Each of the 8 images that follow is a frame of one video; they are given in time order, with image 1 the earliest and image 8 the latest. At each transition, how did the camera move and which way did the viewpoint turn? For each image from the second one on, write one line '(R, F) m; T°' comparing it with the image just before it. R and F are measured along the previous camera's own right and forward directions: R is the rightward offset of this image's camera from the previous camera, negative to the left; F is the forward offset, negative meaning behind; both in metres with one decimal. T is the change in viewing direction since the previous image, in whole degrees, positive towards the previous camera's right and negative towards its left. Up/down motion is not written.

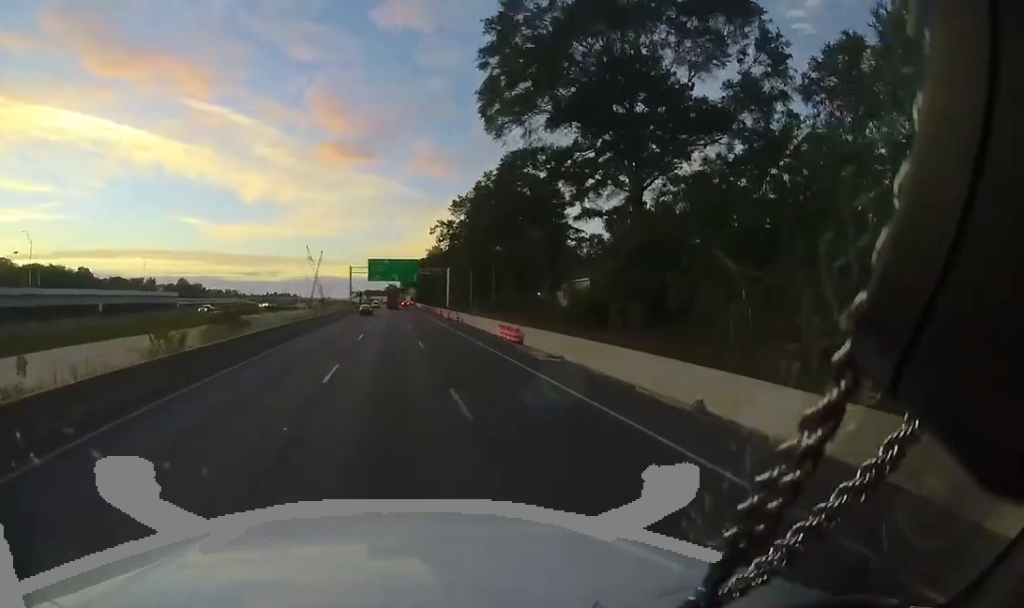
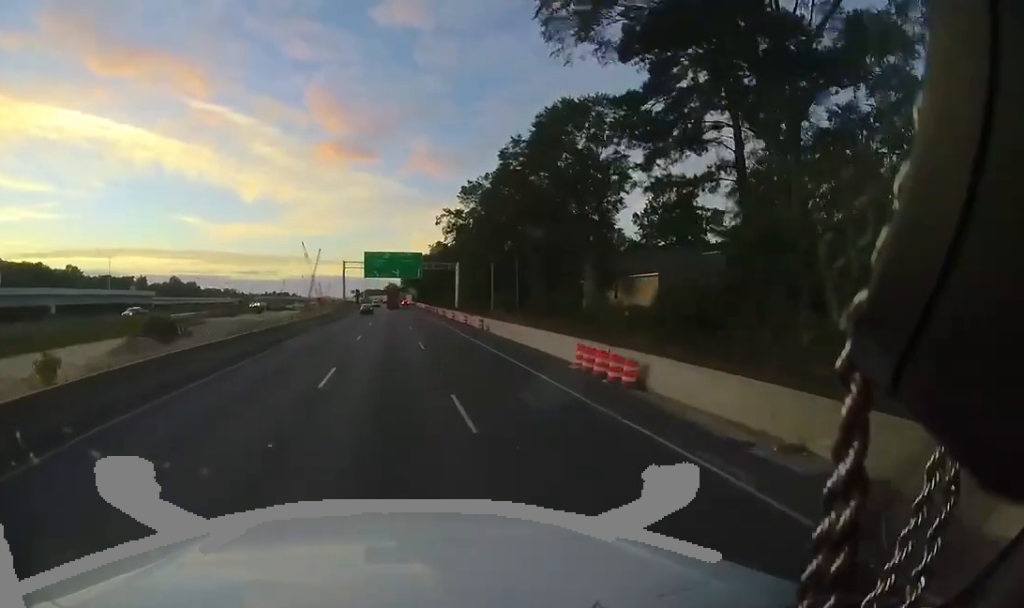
(+0.1, +13.0) m; 0°
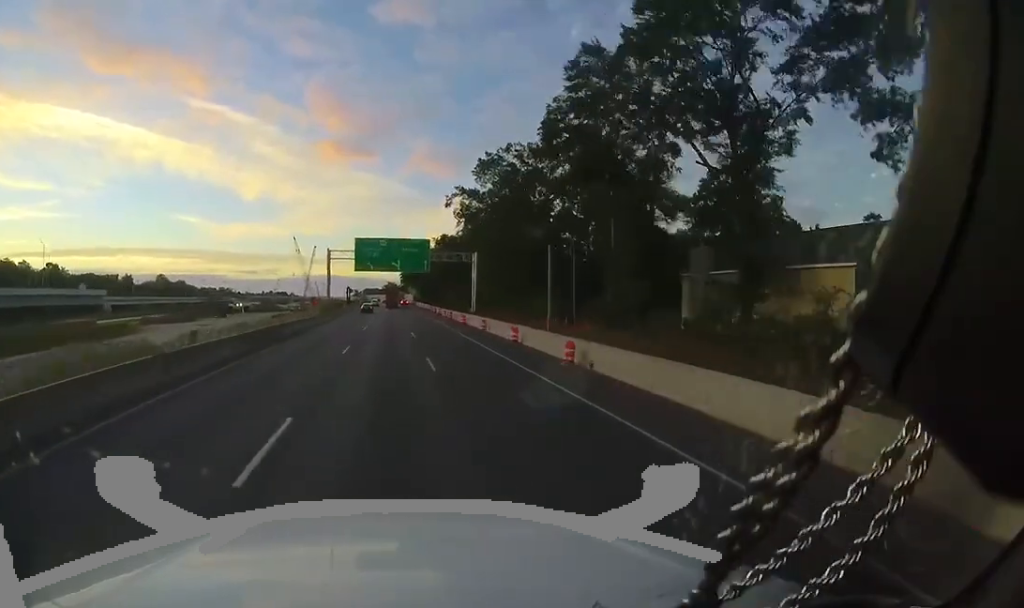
(+0.1, +18.0) m; 0°
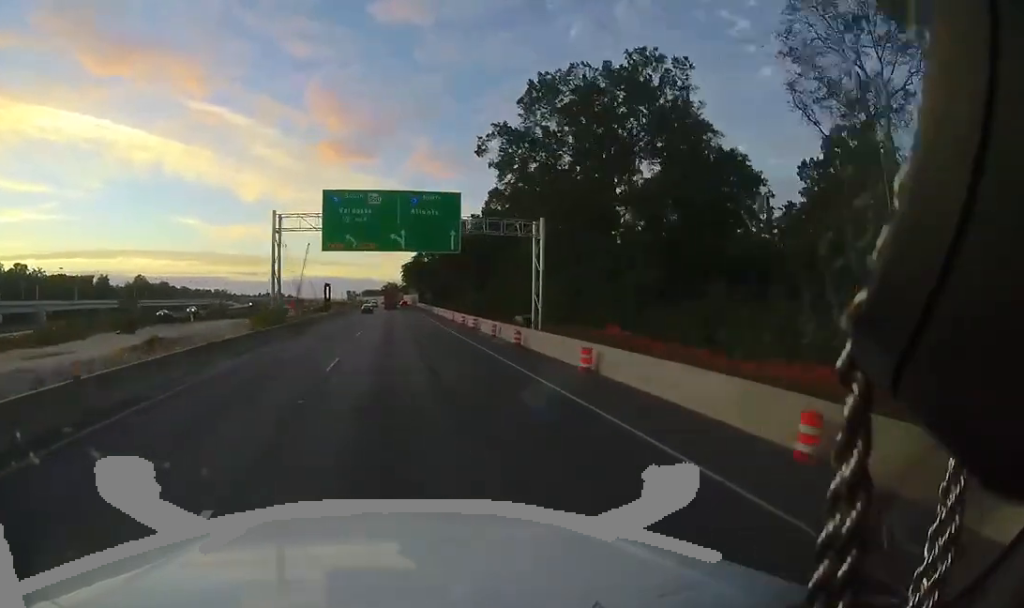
(0.0, +28.0) m; 0°
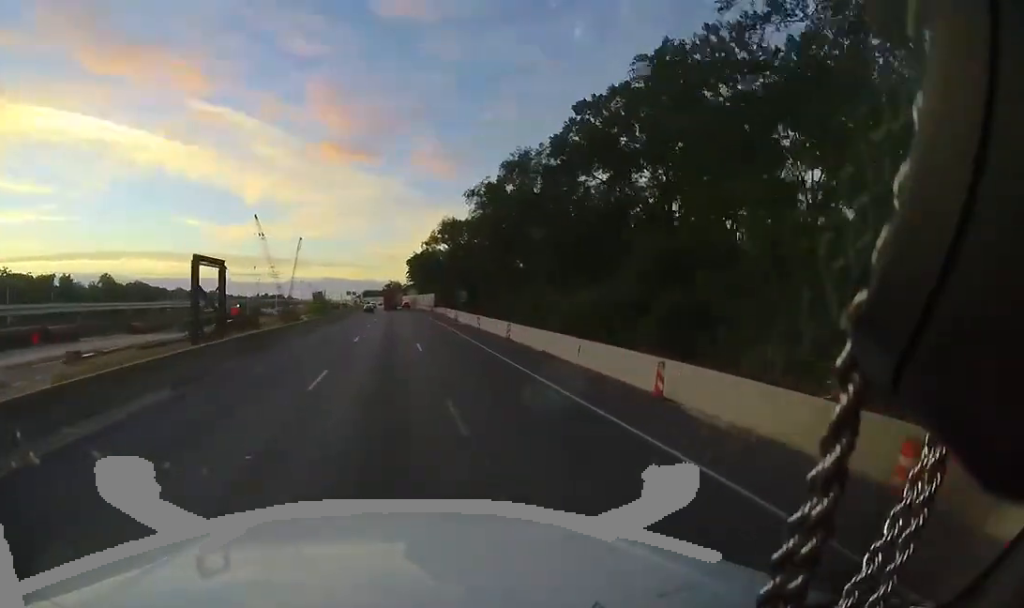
(-0.2, +39.6) m; -2°
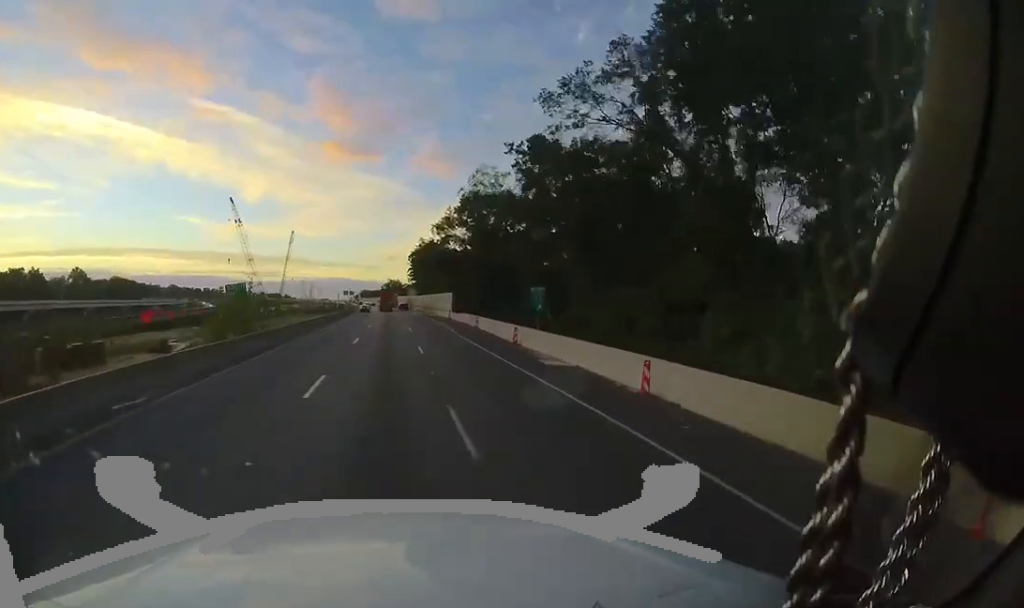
(-0.6, +25.0) m; 0°
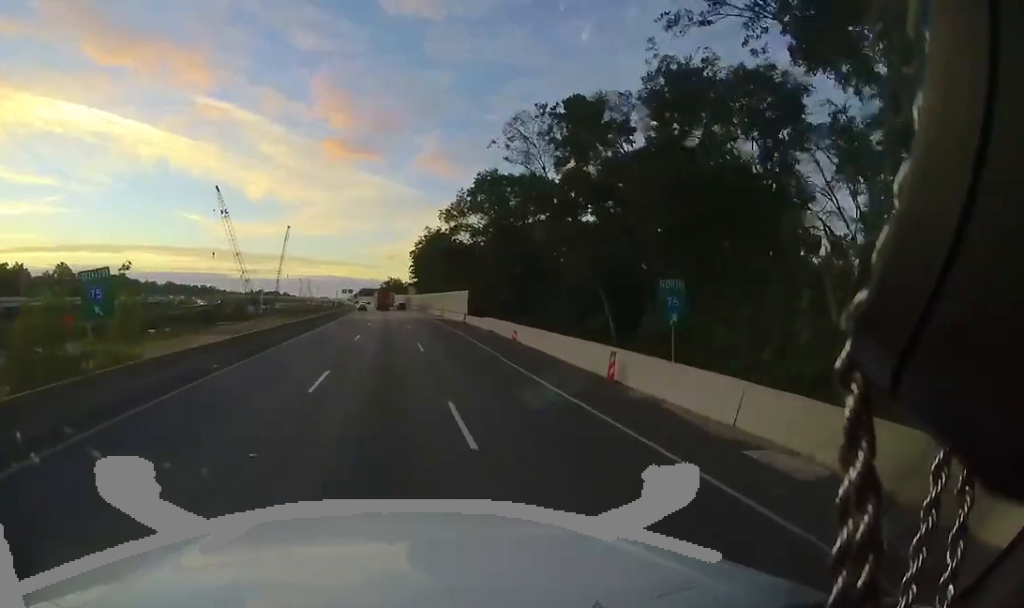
(+0.3, +11.6) m; +1°
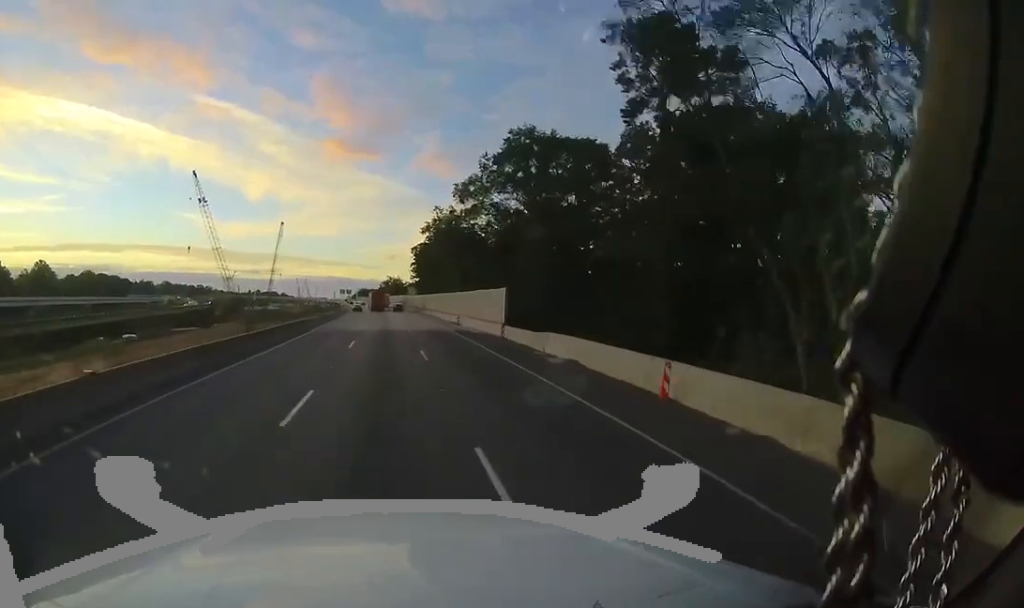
(+0.2, +14.9) m; +1°
